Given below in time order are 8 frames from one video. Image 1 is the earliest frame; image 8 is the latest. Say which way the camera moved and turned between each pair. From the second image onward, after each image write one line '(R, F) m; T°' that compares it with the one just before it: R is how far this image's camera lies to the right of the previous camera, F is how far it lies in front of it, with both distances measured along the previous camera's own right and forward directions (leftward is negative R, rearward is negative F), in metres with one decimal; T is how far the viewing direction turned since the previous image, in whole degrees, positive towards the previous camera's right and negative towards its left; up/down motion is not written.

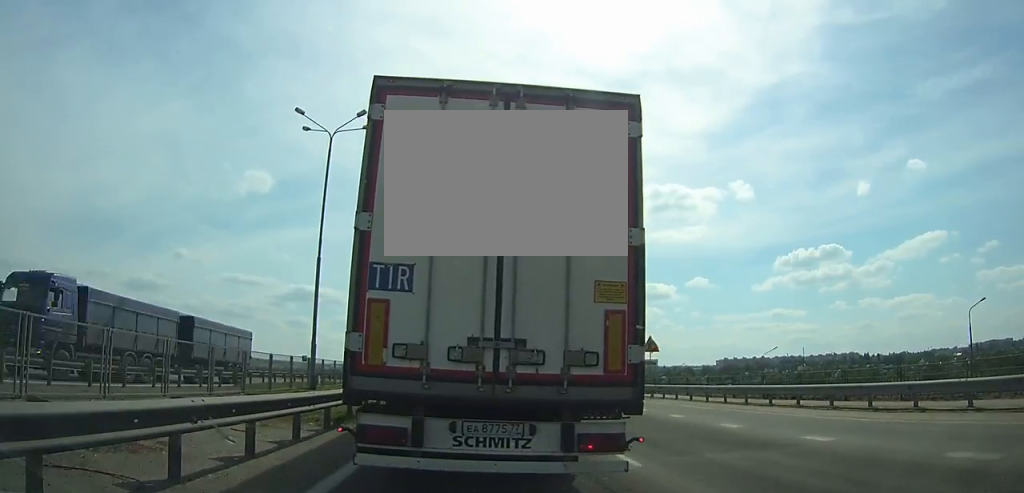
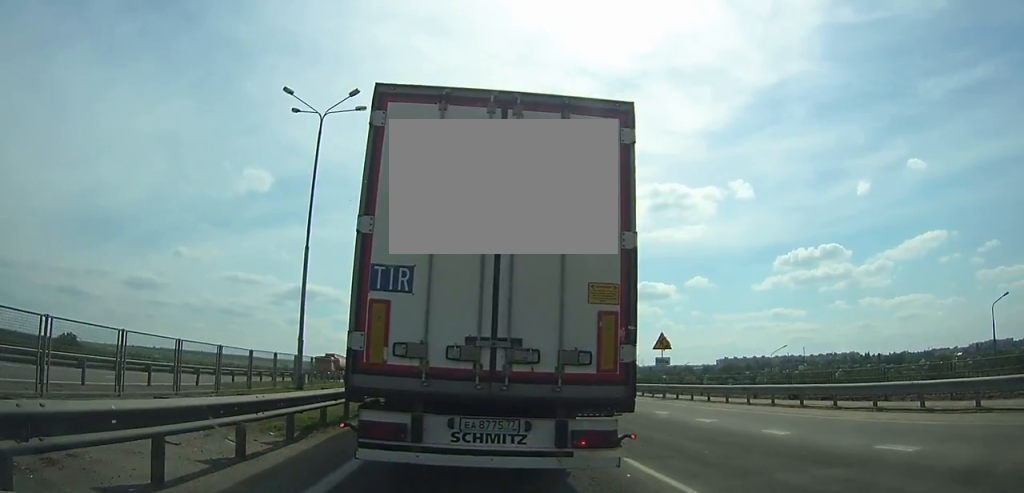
(0.0, +2.3) m; 0°
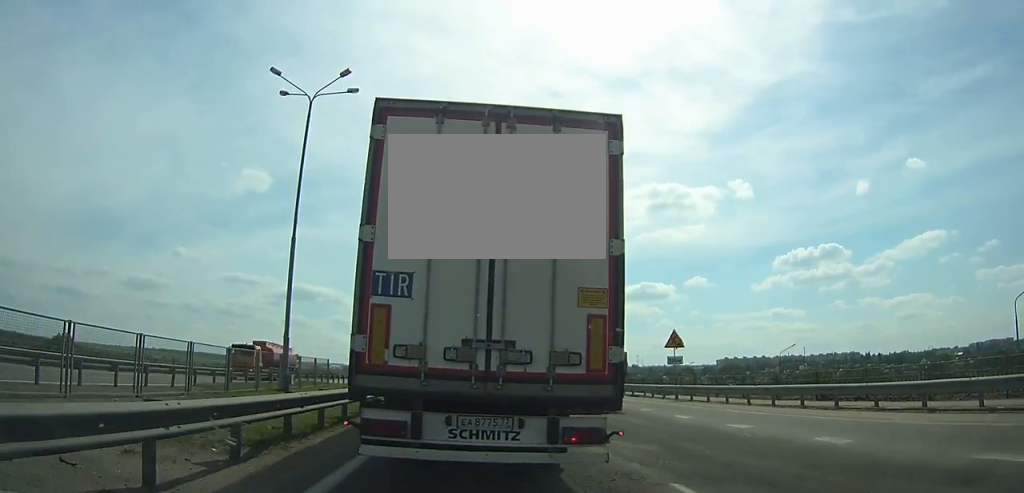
(0.0, +2.2) m; 0°
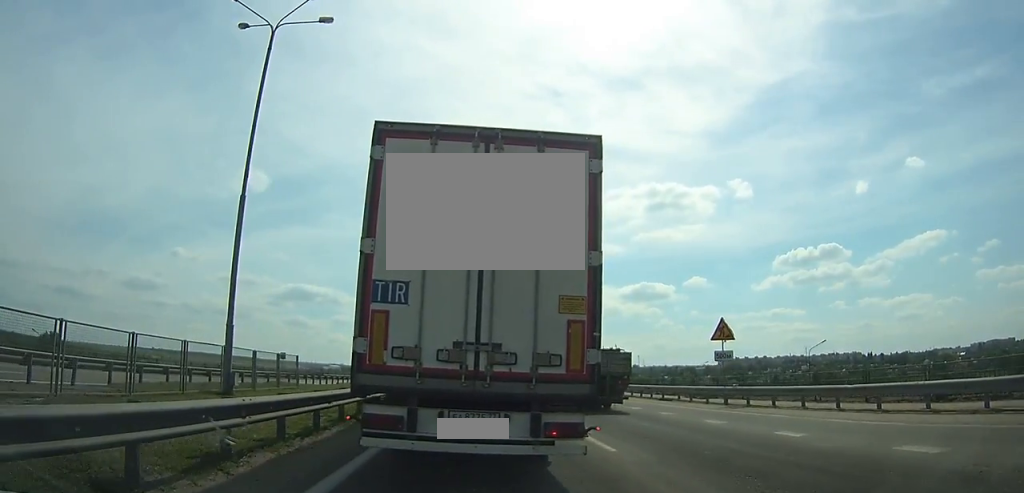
(-0.1, +6.3) m; -1°
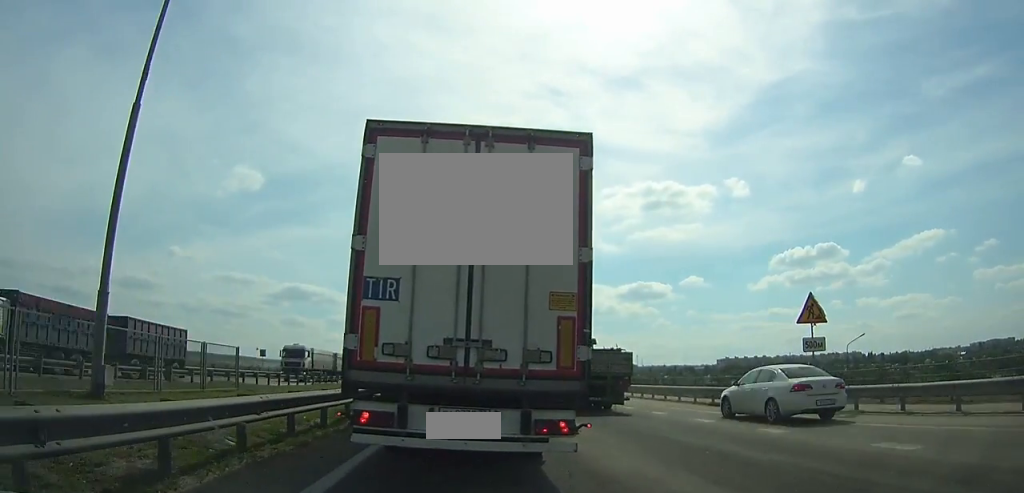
(0.0, +6.6) m; +4°
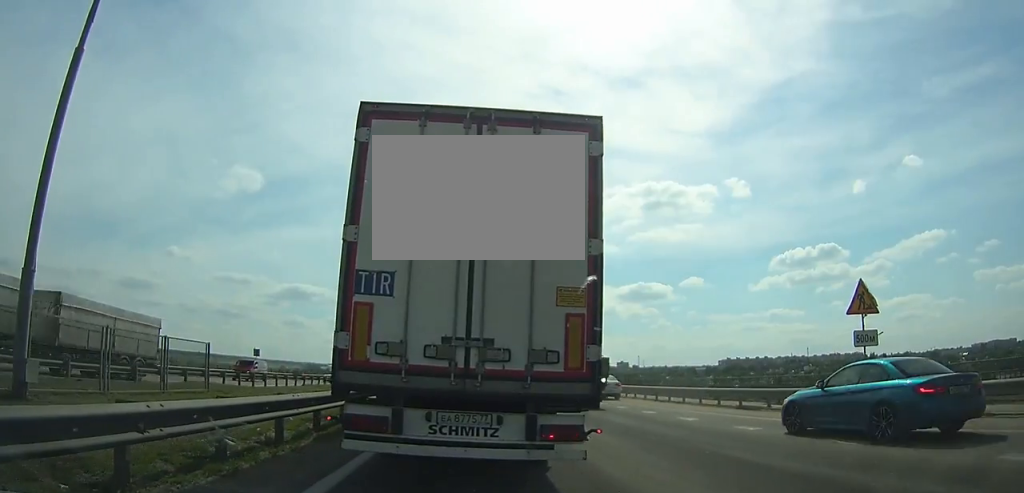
(+0.1, +3.1) m; +4°
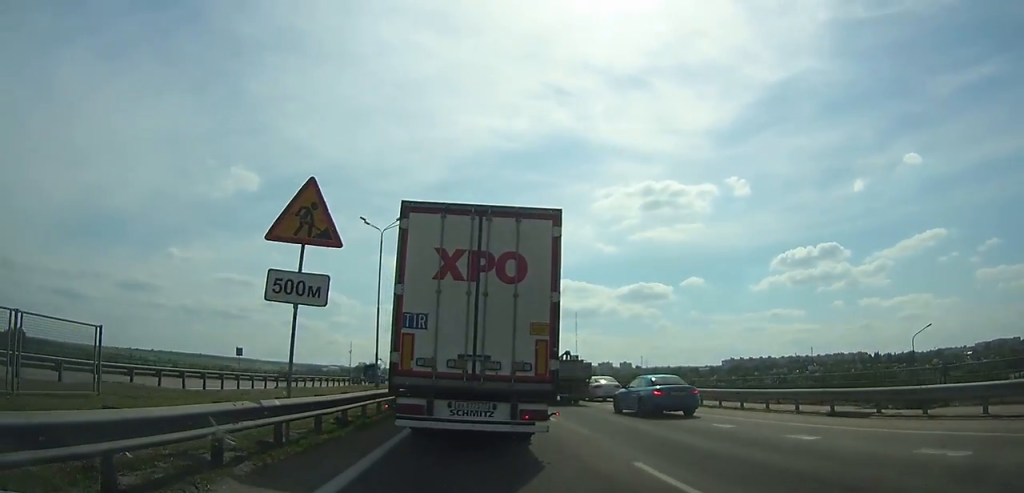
(-0.1, +7.3) m; -4°
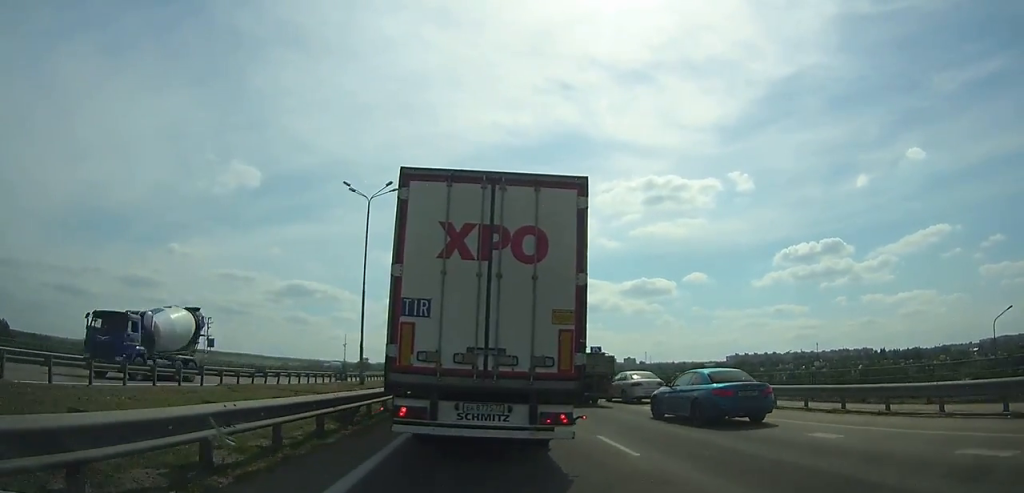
(-0.1, +6.0) m; -1°
